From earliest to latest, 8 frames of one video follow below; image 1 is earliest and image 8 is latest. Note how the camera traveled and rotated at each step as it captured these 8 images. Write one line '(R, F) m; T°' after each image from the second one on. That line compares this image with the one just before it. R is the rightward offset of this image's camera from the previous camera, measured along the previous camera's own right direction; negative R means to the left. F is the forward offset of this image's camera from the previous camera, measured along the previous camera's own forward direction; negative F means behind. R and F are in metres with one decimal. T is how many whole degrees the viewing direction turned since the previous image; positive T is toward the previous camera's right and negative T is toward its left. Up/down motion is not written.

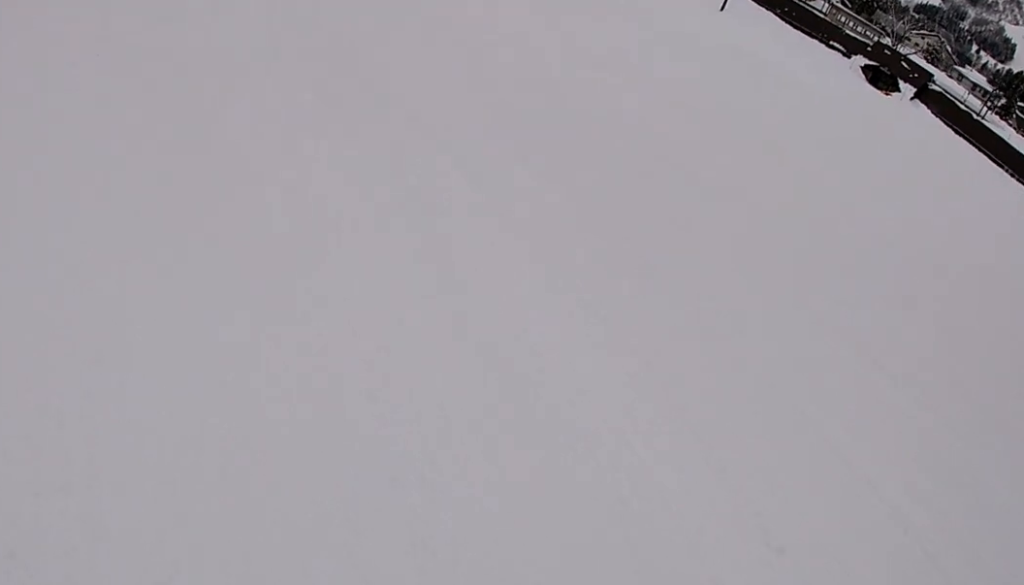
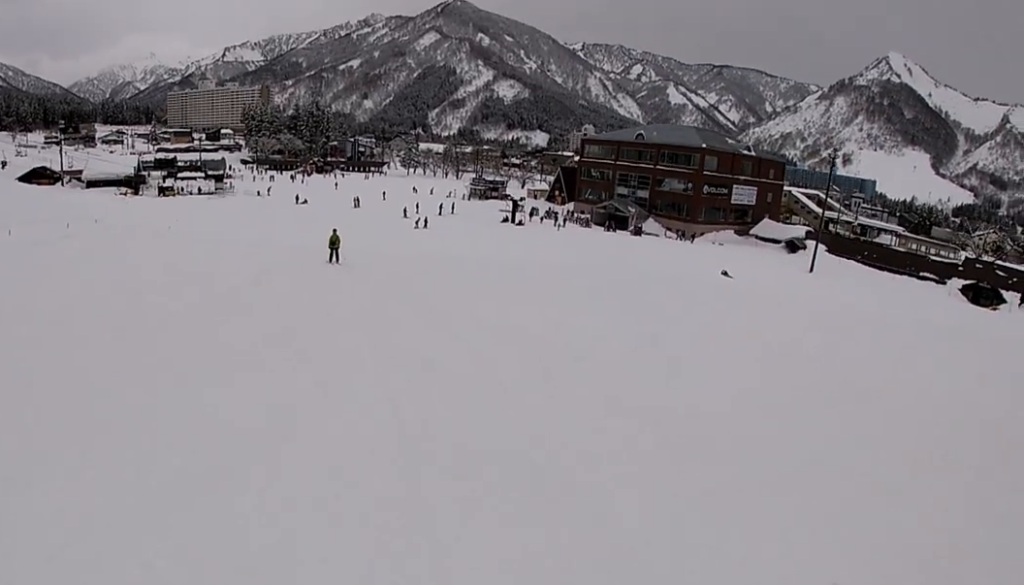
(-0.3, +7.8) m; 0°
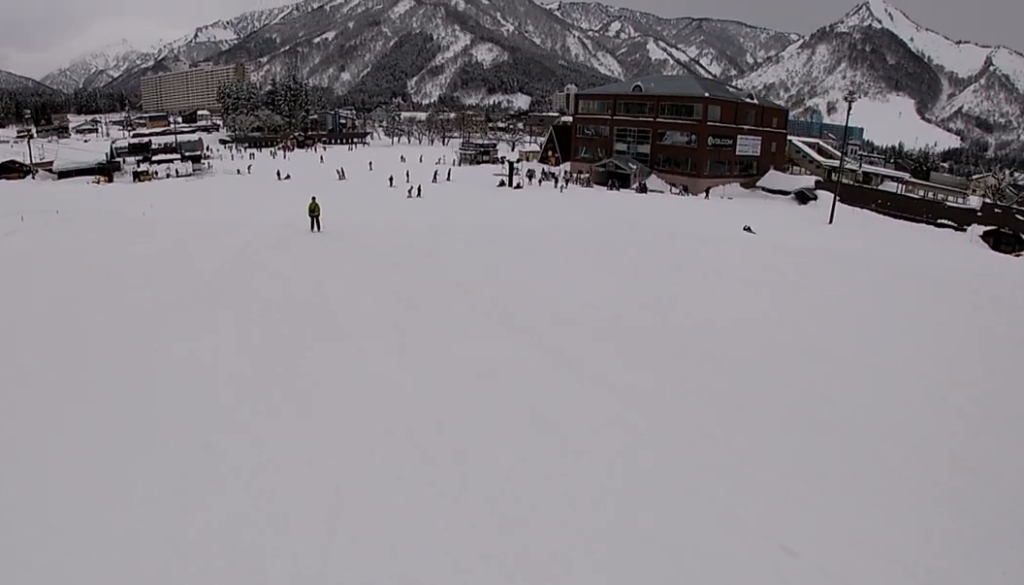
(+0.2, +4.7) m; 0°
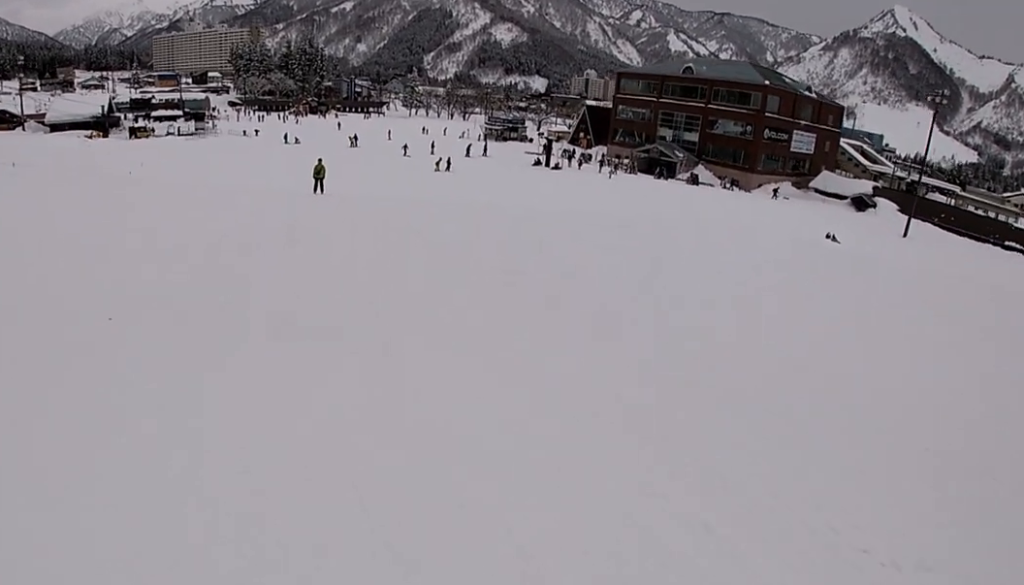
(-0.2, +8.6) m; -2°
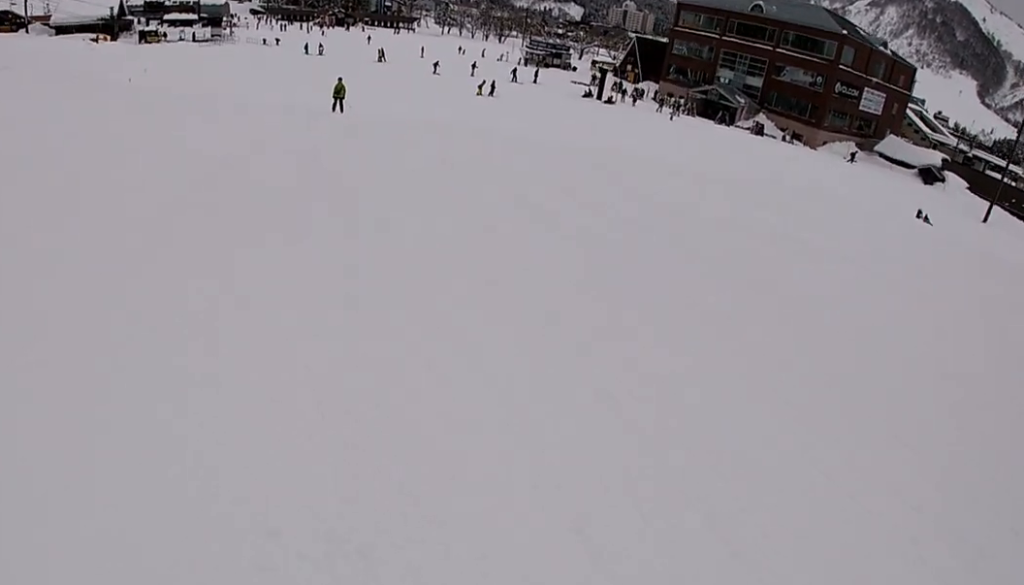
(-0.1, +6.1) m; -1°
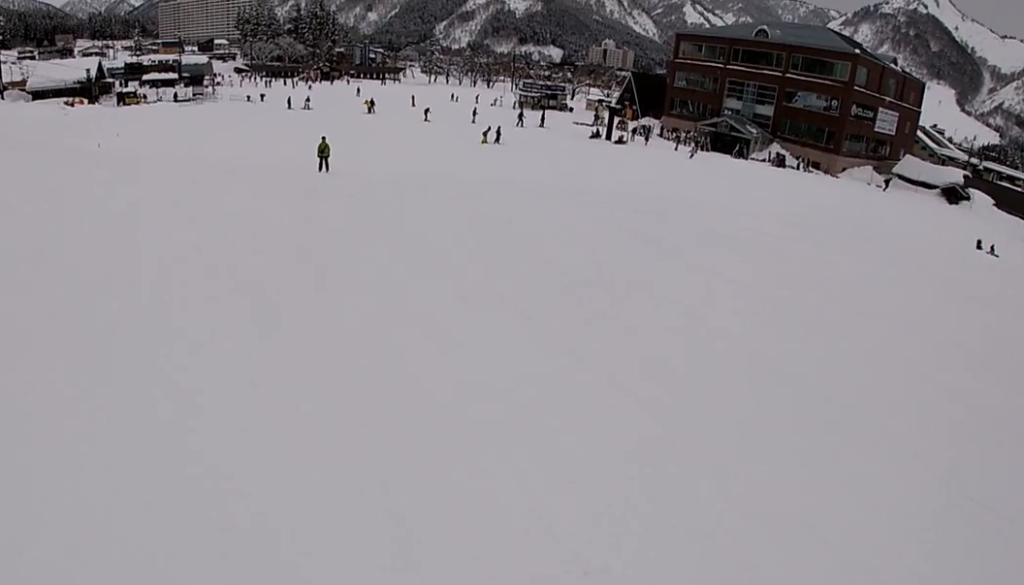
(0.0, +5.8) m; 0°
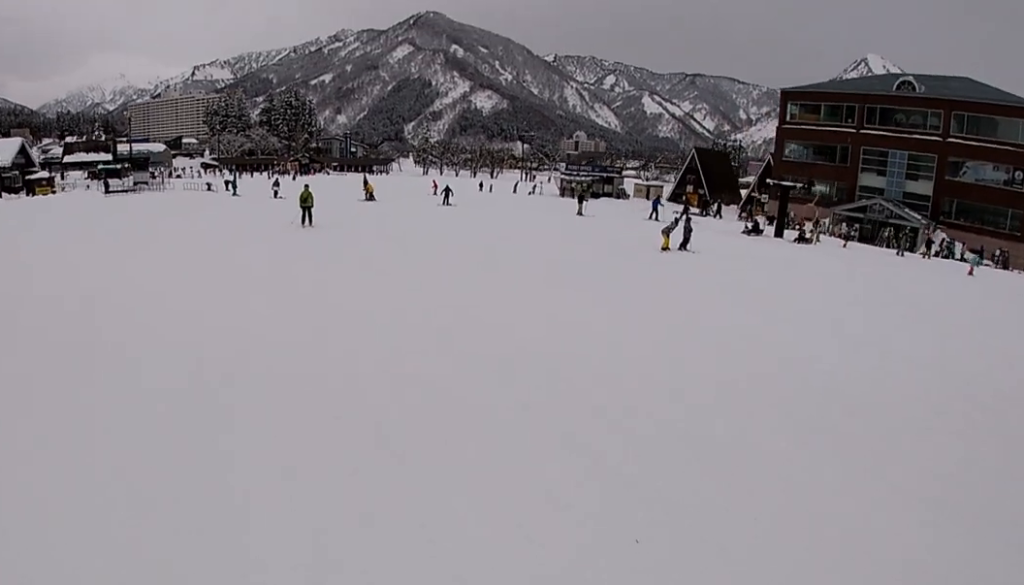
(0.0, +26.6) m; 0°
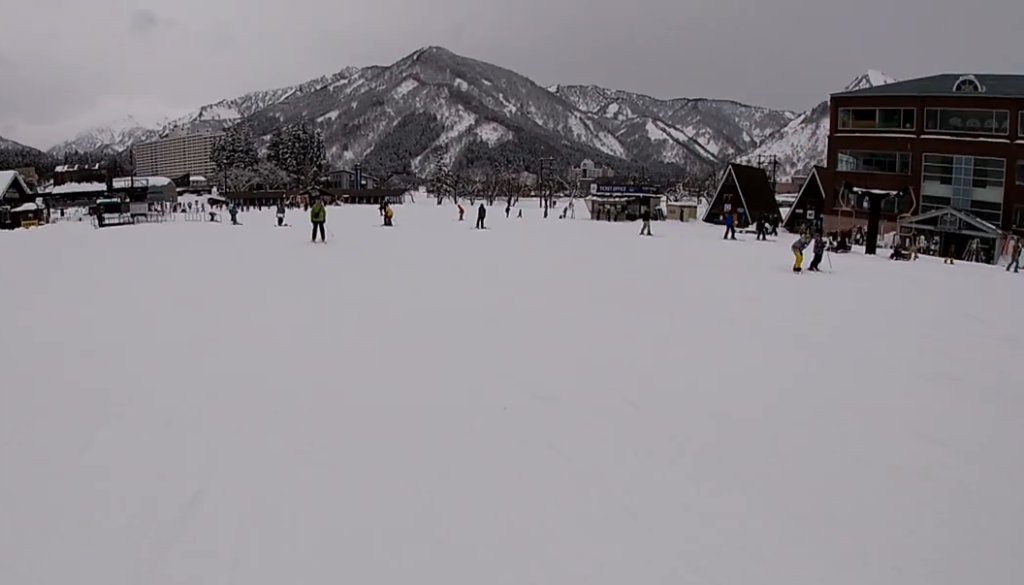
(0.0, +5.9) m; 0°
